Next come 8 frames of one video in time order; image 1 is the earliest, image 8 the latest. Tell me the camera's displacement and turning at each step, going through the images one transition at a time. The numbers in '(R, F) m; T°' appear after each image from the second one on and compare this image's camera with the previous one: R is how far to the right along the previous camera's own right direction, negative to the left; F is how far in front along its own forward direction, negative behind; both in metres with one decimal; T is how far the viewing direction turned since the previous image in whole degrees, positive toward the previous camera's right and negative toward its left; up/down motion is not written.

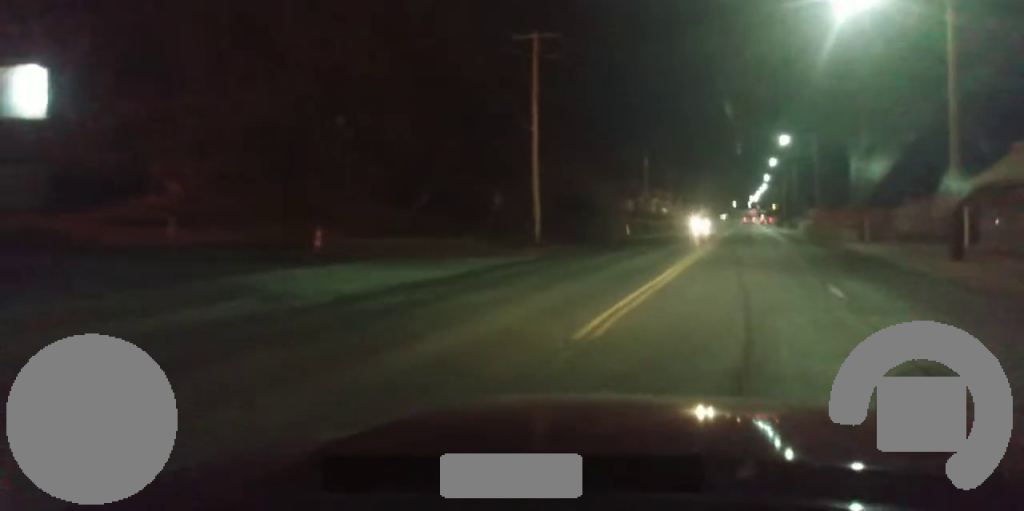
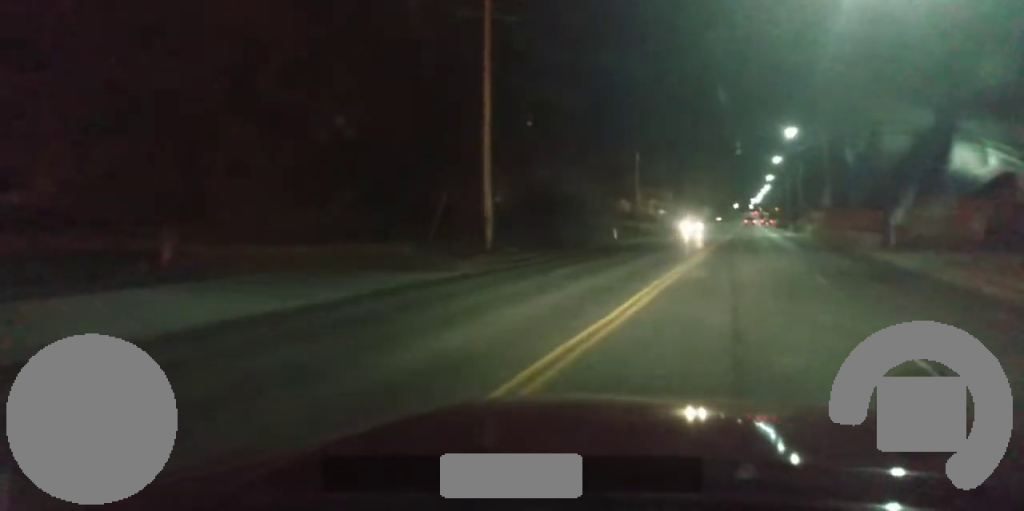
(0.0, +8.0) m; 0°
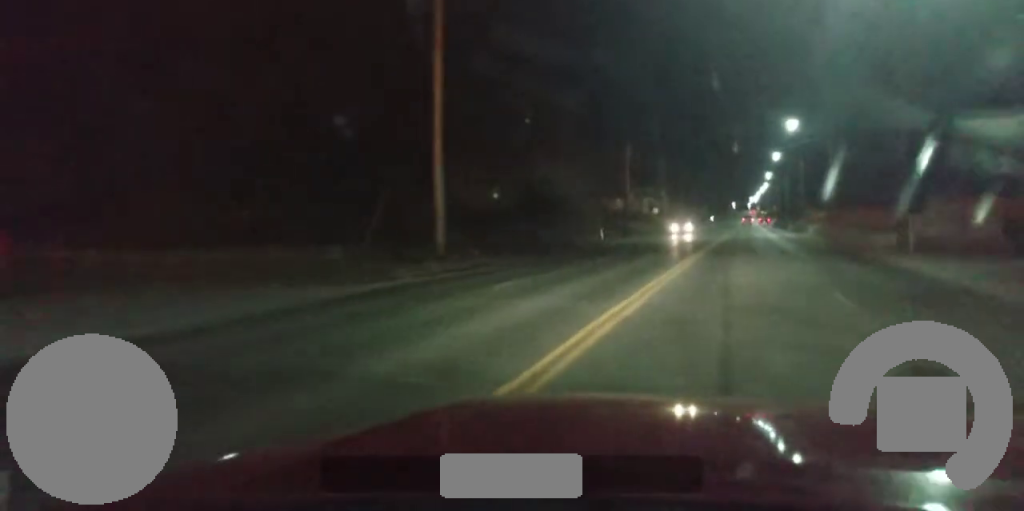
(0.0, +5.0) m; 0°
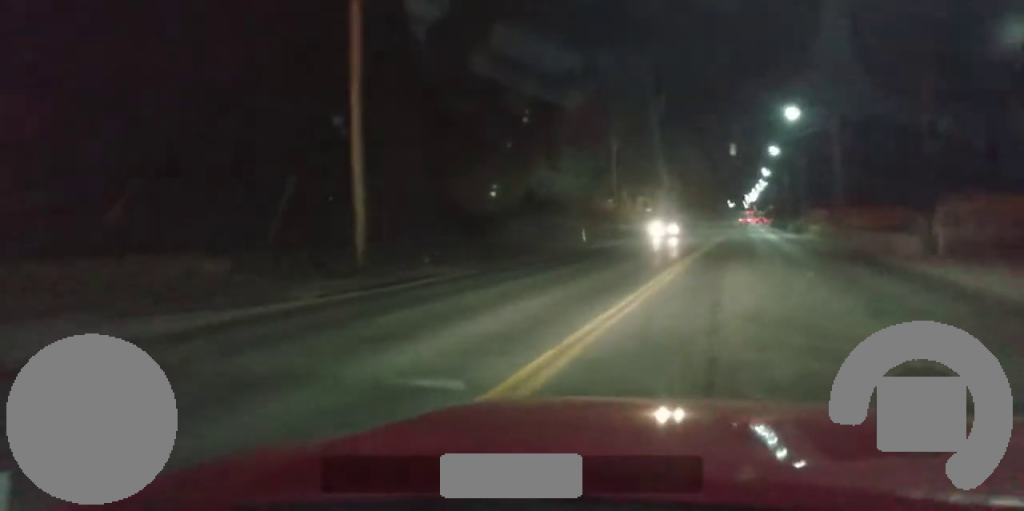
(0.0, +5.6) m; +1°
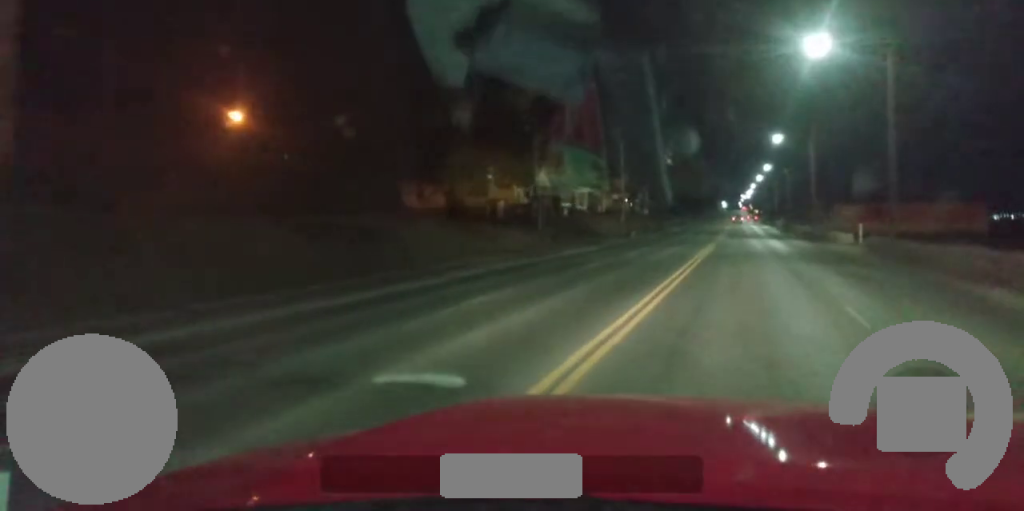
(+1.1, +55.7) m; +3°
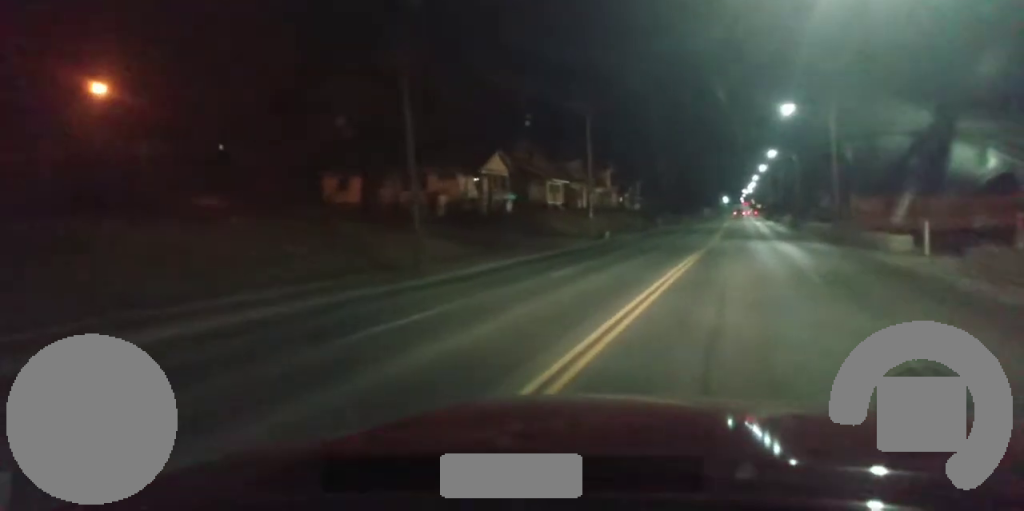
(+0.1, +16.3) m; +1°
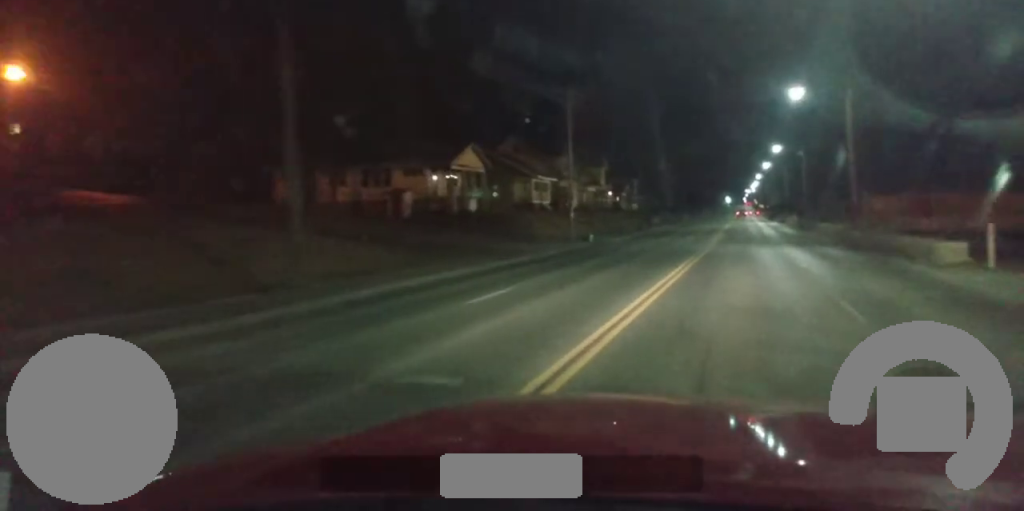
(+0.1, +7.3) m; 0°
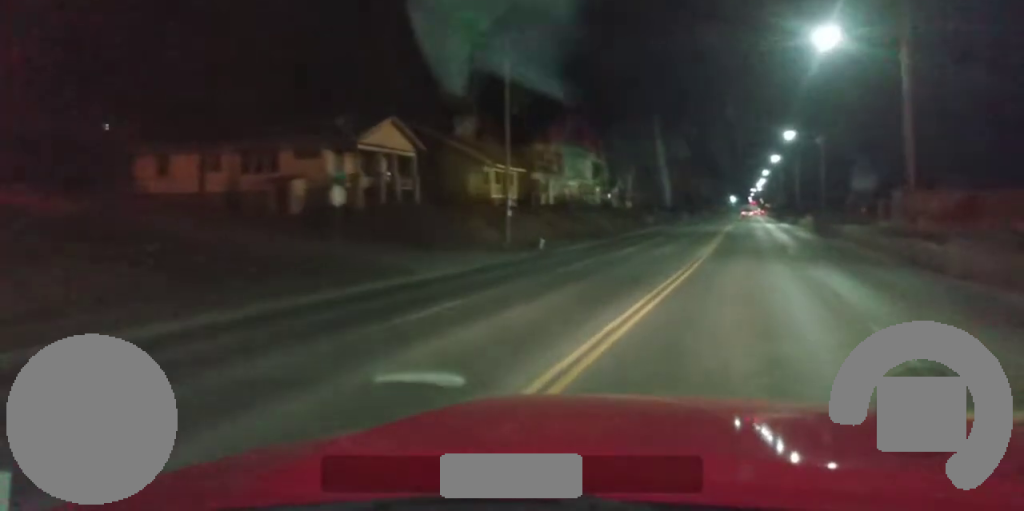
(0.0, +14.7) m; 0°
